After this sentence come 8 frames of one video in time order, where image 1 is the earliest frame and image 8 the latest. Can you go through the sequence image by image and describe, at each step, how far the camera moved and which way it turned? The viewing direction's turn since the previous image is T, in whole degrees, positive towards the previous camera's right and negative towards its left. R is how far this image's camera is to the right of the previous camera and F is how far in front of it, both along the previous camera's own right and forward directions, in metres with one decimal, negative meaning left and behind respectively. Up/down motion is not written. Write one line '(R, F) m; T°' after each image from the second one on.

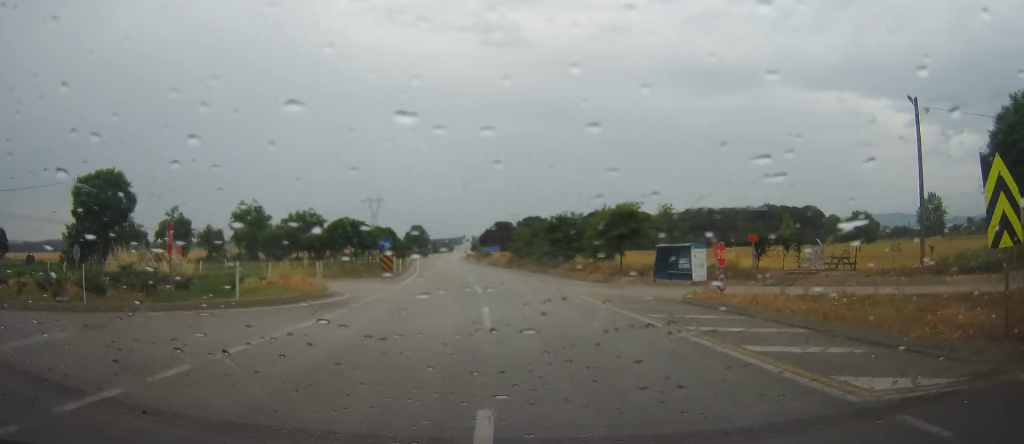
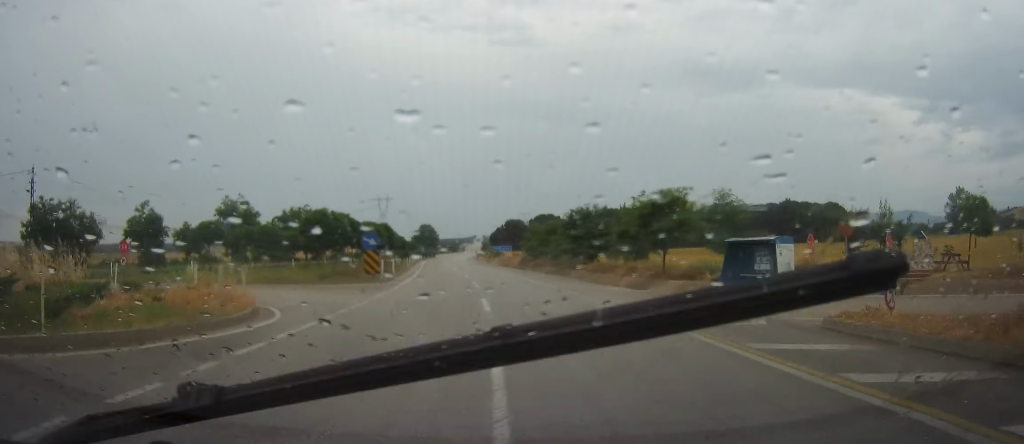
(+0.3, +9.5) m; 0°
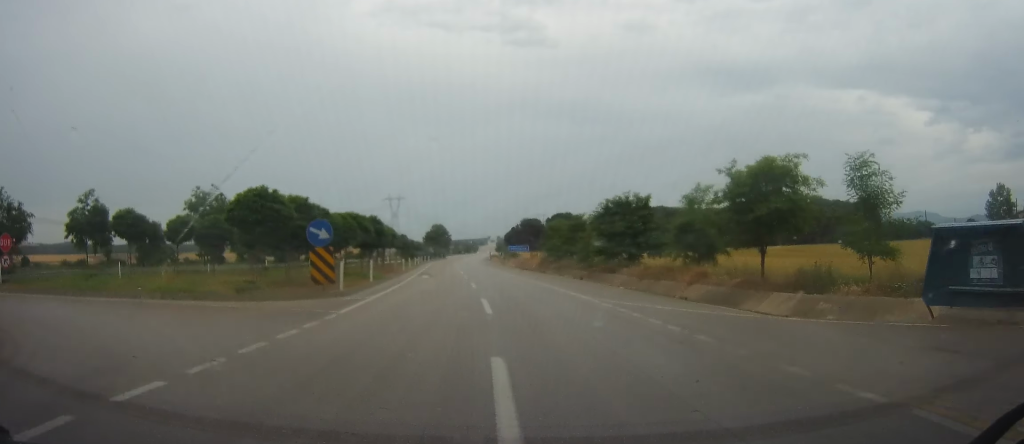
(-0.2, +12.1) m; -1°
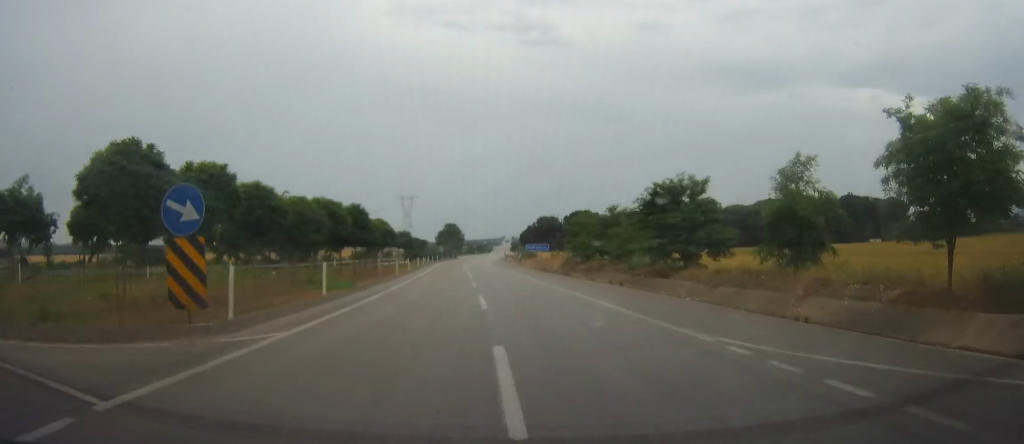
(-0.2, +11.5) m; -1°
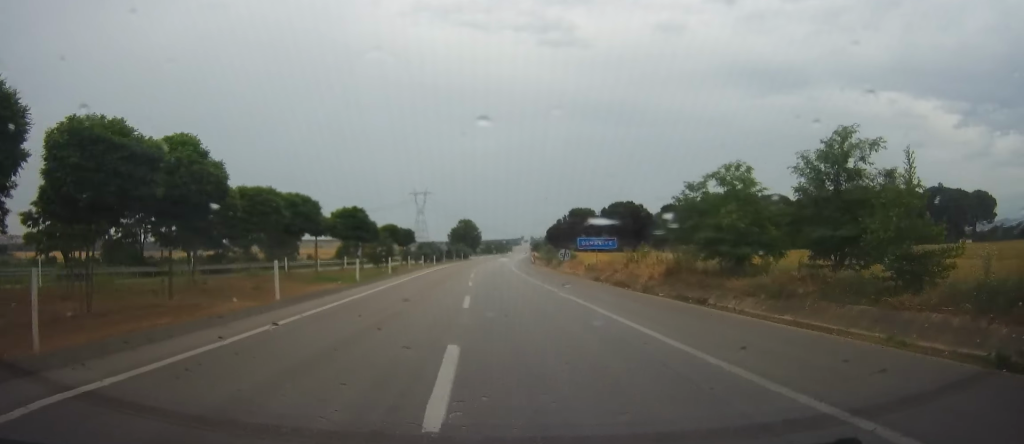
(+0.7, +35.9) m; +2°
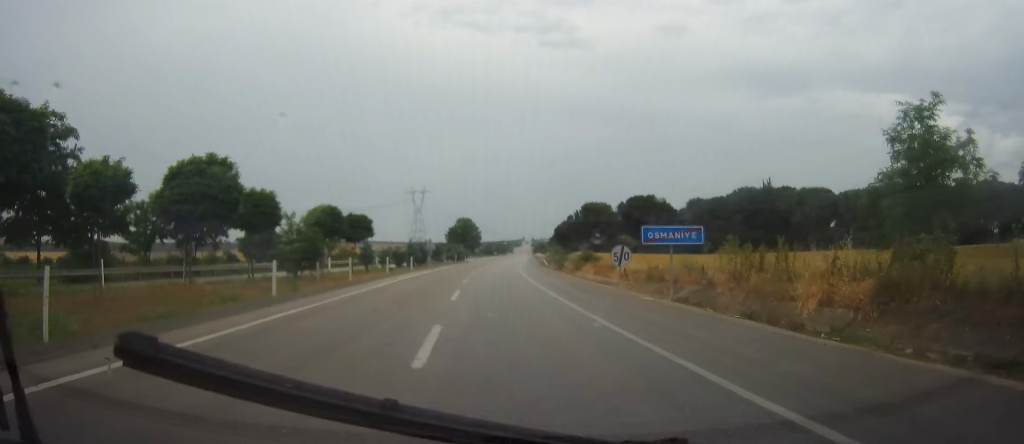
(+0.2, +21.1) m; +1°
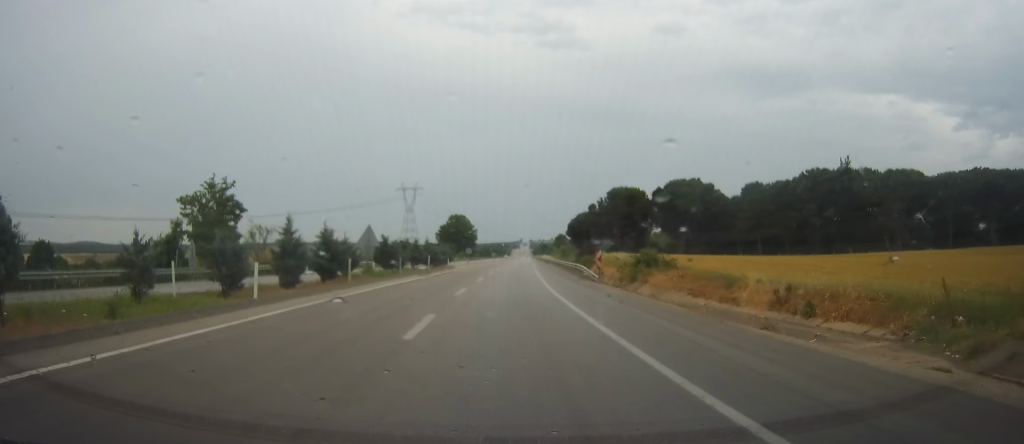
(-0.2, +34.0) m; -1°
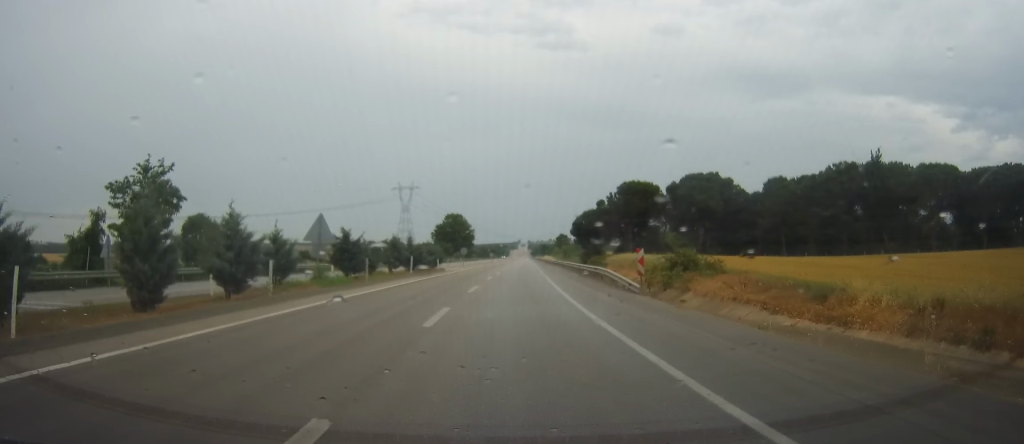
(-0.1, +9.8) m; 0°
